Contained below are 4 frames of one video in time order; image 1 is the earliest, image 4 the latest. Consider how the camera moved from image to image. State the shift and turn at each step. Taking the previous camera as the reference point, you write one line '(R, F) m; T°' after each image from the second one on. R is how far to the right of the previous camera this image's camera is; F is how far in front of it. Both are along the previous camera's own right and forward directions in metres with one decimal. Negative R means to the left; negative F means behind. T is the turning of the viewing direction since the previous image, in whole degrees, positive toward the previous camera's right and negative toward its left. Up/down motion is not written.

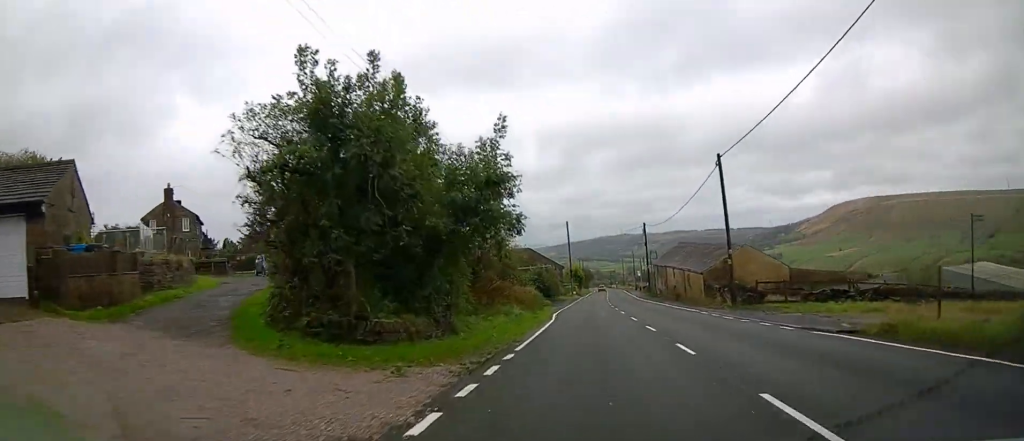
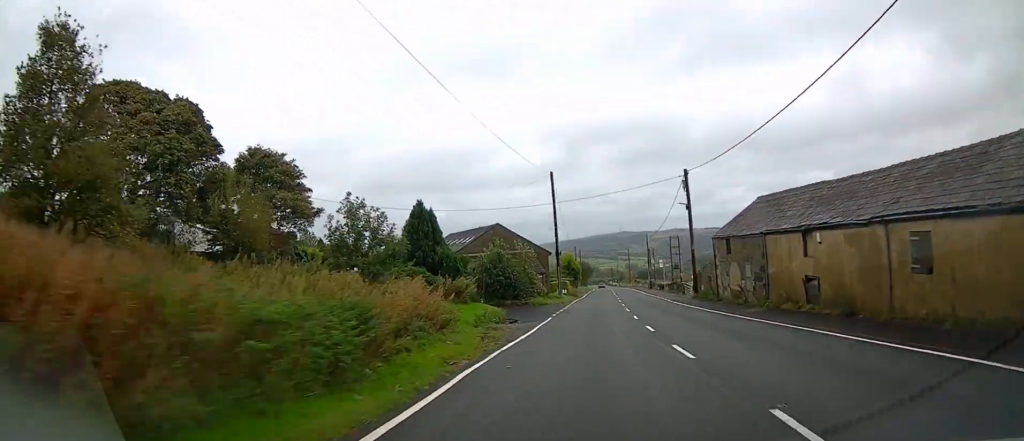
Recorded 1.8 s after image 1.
(0.0, +30.4) m; 0°
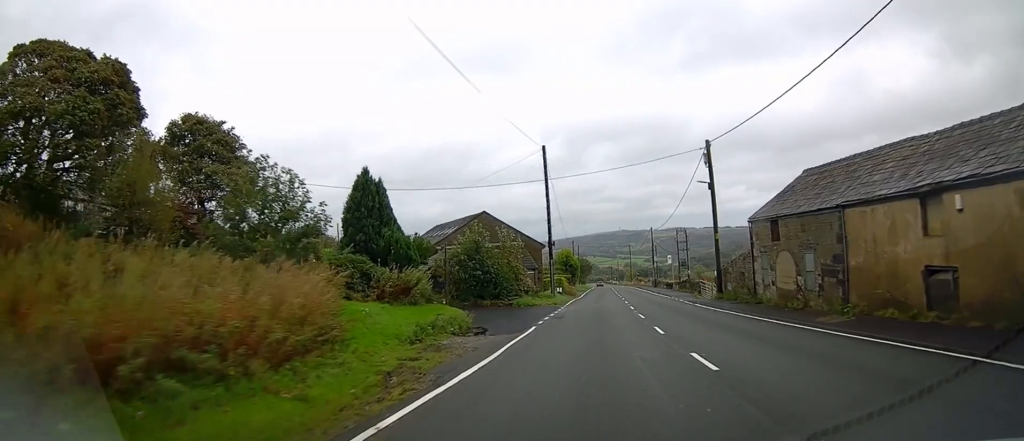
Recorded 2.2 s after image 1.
(0.0, +7.6) m; 0°
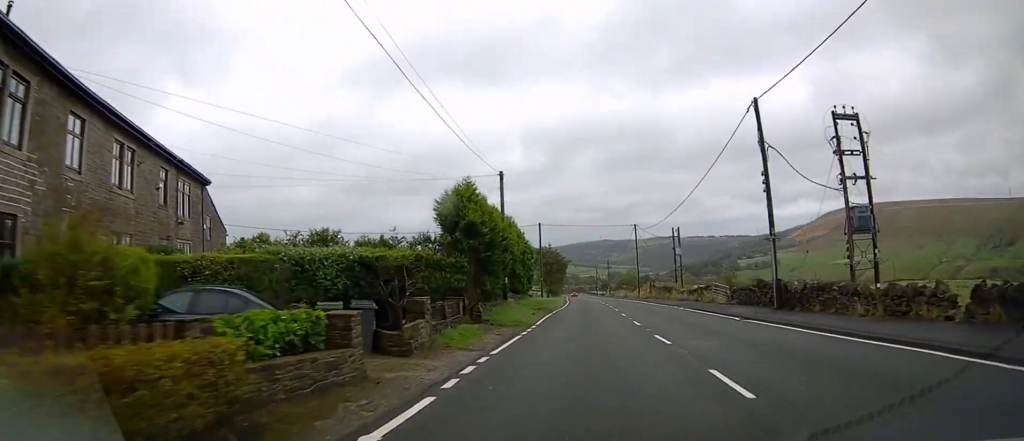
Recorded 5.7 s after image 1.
(+1.1, +57.3) m; +2°
